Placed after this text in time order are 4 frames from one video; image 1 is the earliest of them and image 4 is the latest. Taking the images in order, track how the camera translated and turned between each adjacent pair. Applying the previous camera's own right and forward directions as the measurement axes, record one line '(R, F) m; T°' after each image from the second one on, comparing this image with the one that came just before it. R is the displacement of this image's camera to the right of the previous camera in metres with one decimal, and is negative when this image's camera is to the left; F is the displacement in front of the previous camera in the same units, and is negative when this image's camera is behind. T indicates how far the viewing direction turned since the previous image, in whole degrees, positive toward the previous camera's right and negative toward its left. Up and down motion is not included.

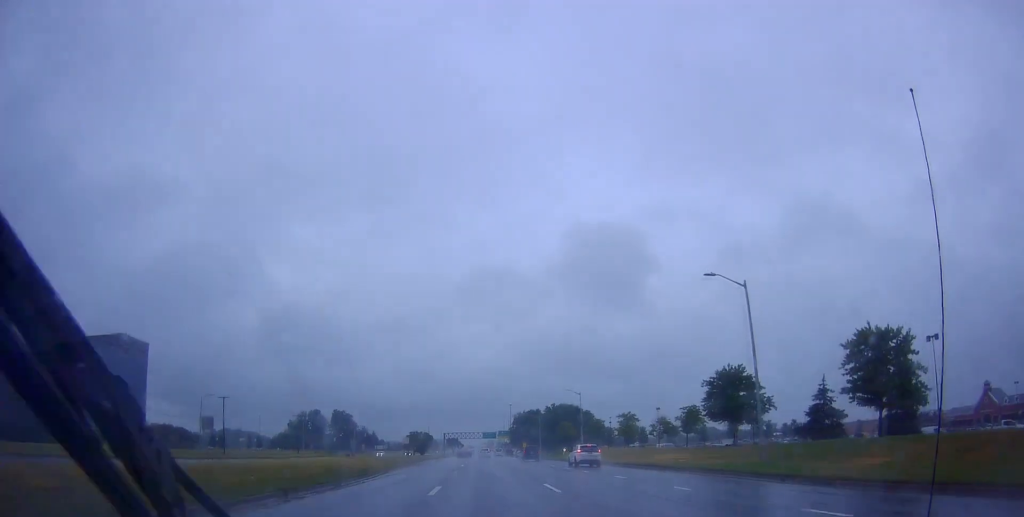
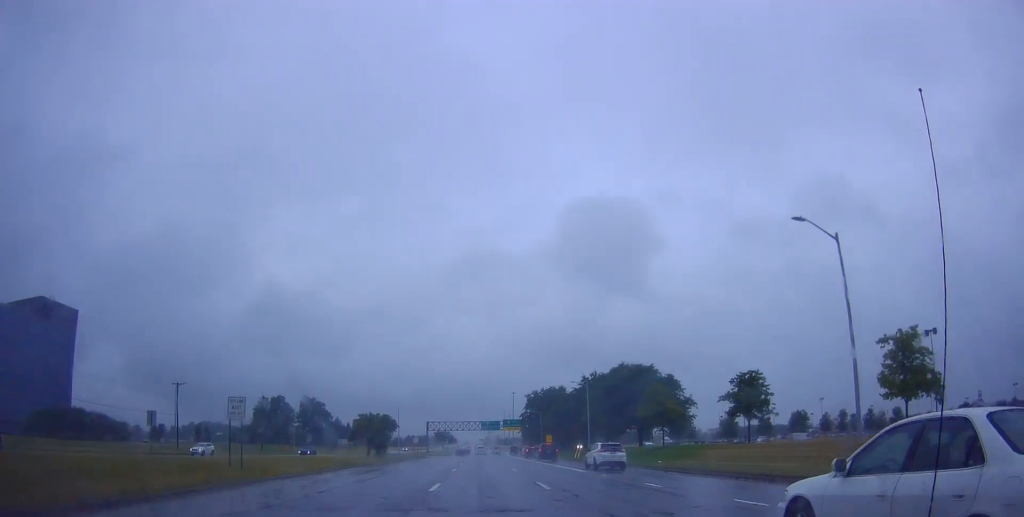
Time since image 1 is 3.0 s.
(-0.4, +60.4) m; 0°
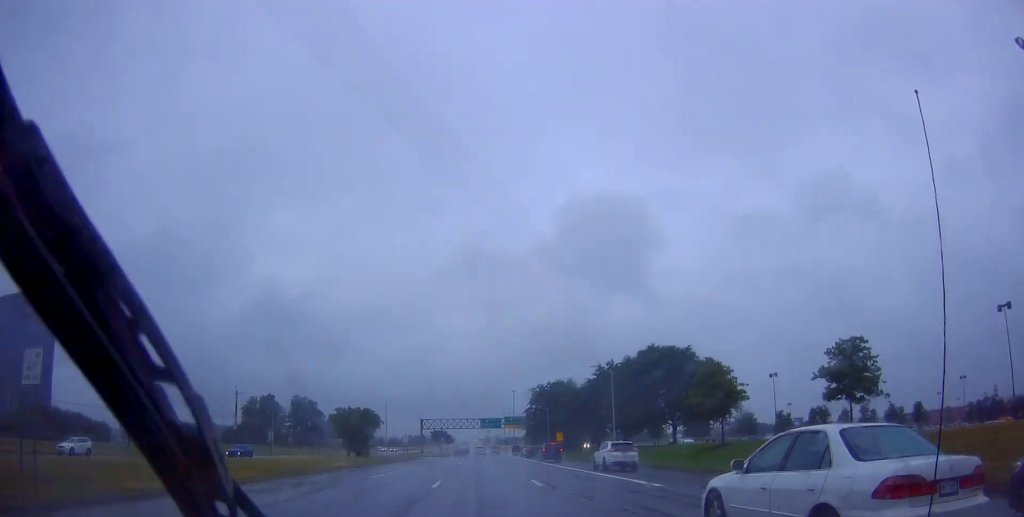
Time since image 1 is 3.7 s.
(+0.4, +13.9) m; 0°
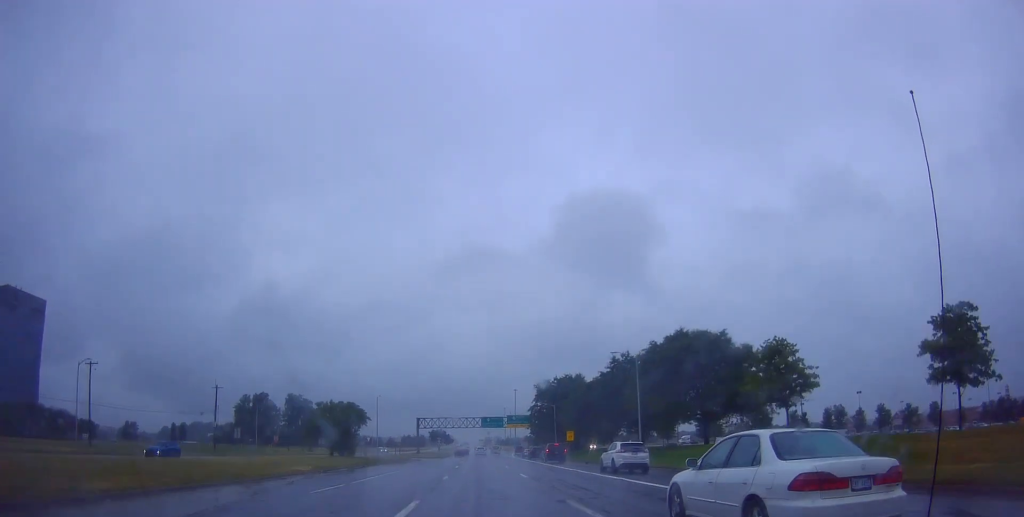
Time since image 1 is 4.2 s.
(-0.1, +9.3) m; 0°
